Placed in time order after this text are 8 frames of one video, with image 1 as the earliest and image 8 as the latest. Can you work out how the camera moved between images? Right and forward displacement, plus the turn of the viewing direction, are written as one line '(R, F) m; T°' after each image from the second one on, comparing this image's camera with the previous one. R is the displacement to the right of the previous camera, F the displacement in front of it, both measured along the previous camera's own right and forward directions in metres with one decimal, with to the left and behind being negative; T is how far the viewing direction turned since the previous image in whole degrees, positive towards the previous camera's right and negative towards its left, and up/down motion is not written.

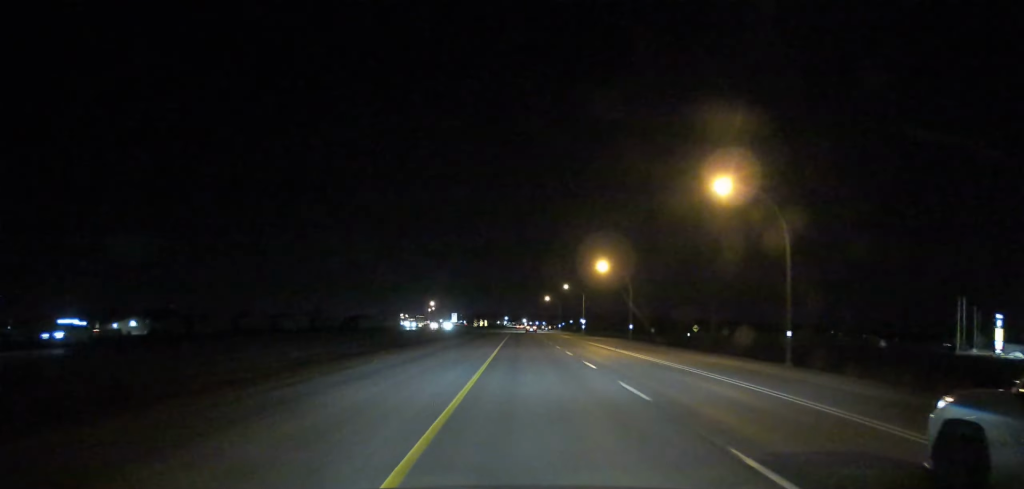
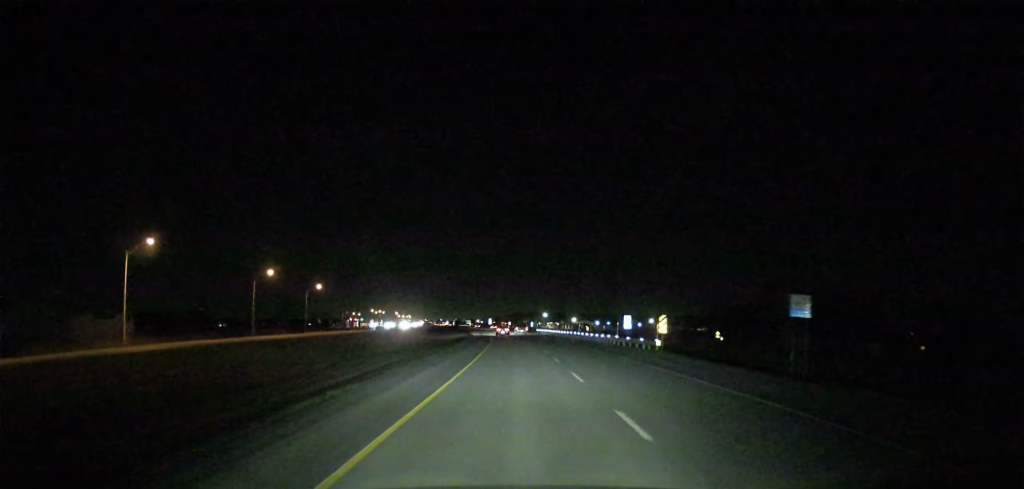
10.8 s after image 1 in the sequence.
(-11.6, +364.0) m; -6°
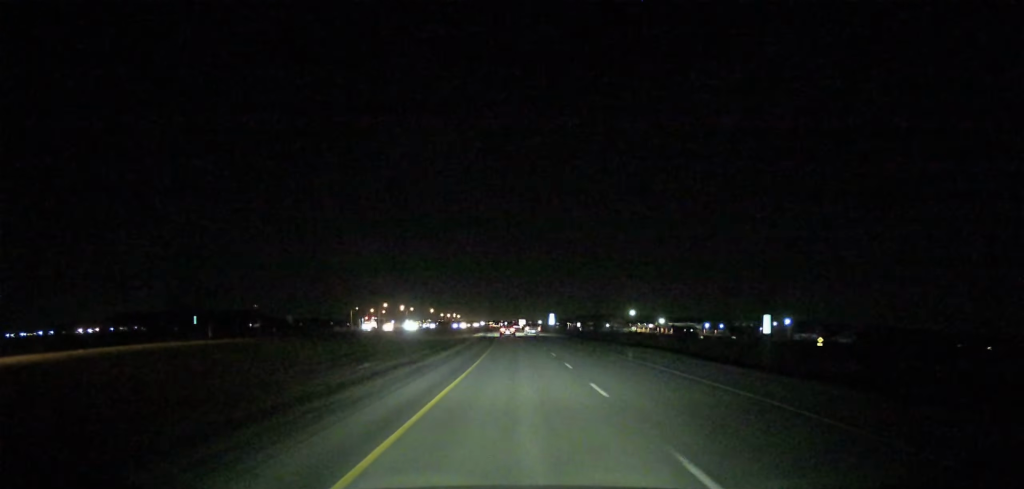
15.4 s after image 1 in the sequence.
(-6.1, +156.8) m; -4°
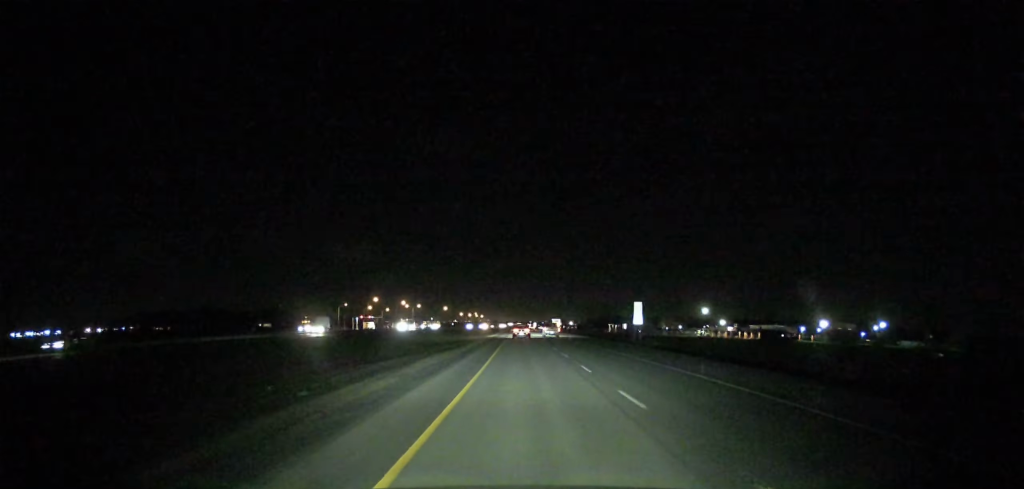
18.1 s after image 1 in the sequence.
(-1.6, +81.9) m; -2°
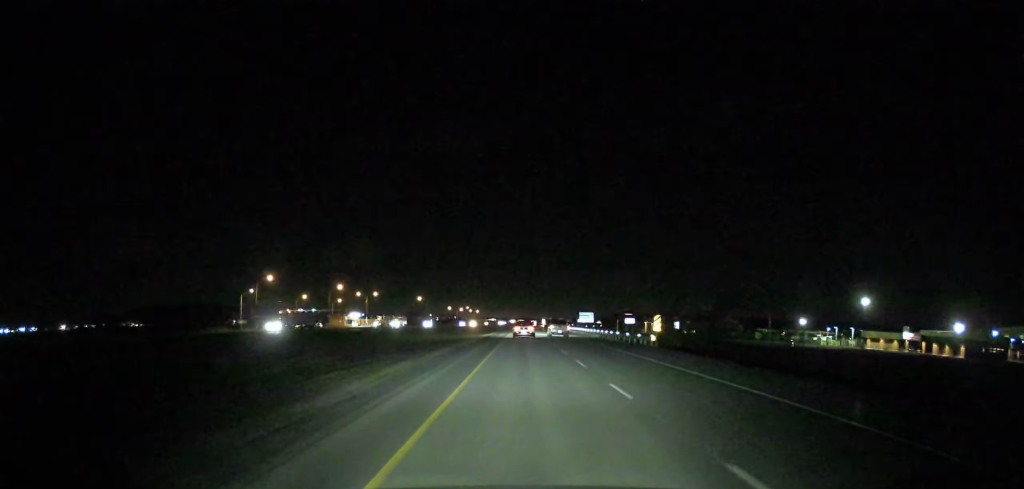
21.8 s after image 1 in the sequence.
(-1.1, +118.1) m; 0°
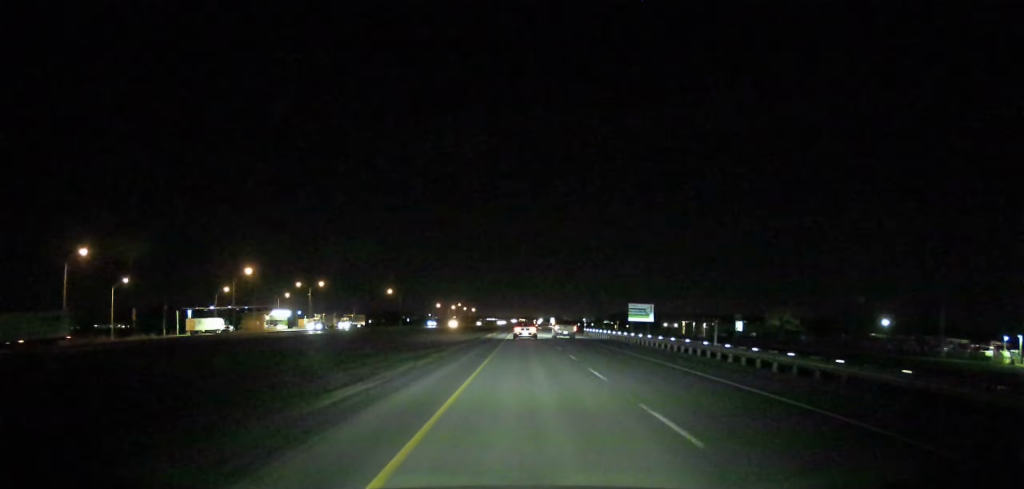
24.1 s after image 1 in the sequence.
(-0.2, +74.5) m; 0°
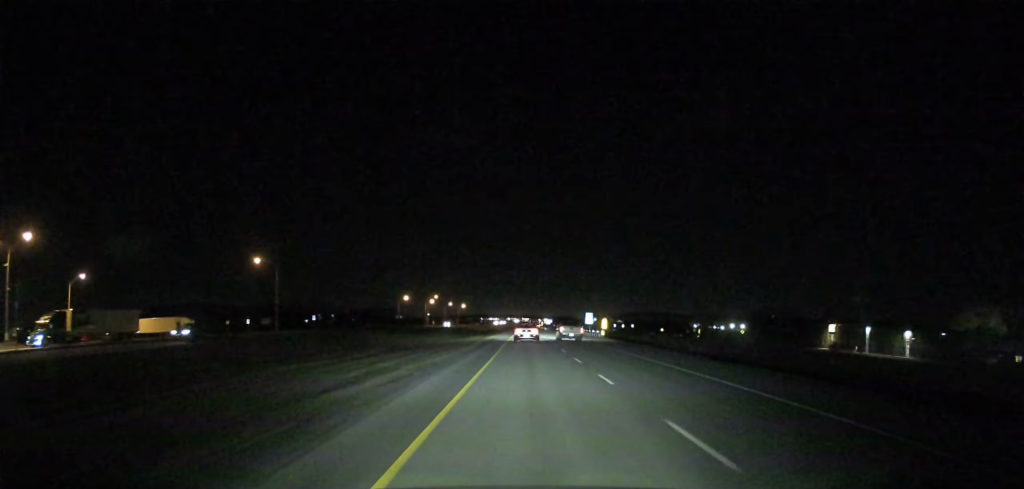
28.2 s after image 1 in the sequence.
(-0.1, +128.6) m; 0°
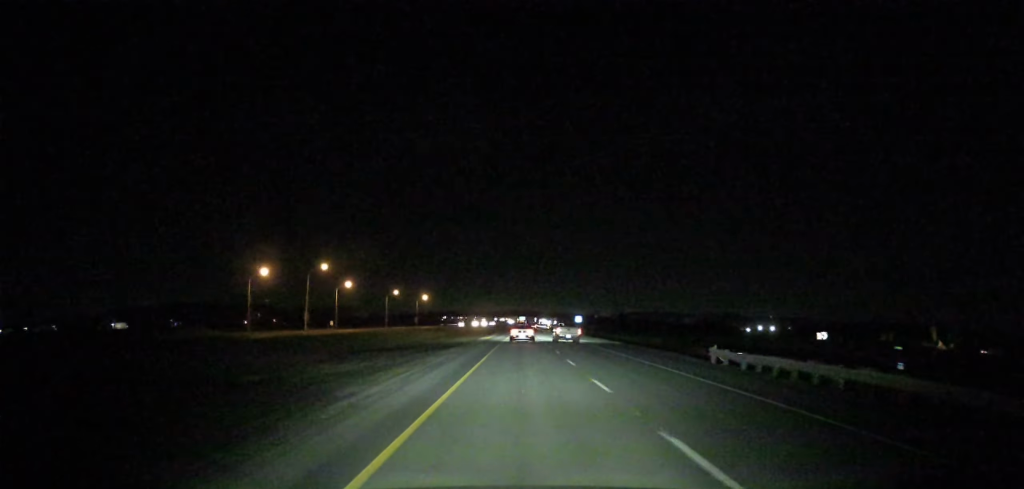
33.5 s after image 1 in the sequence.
(+0.2, +181.8) m; 0°
